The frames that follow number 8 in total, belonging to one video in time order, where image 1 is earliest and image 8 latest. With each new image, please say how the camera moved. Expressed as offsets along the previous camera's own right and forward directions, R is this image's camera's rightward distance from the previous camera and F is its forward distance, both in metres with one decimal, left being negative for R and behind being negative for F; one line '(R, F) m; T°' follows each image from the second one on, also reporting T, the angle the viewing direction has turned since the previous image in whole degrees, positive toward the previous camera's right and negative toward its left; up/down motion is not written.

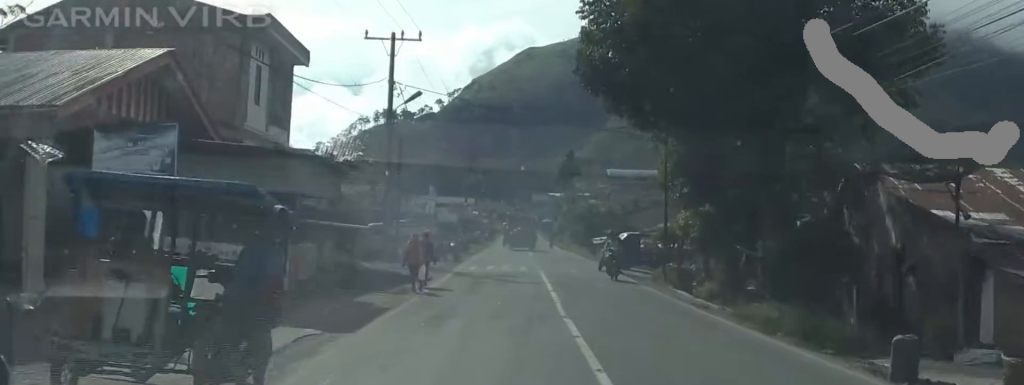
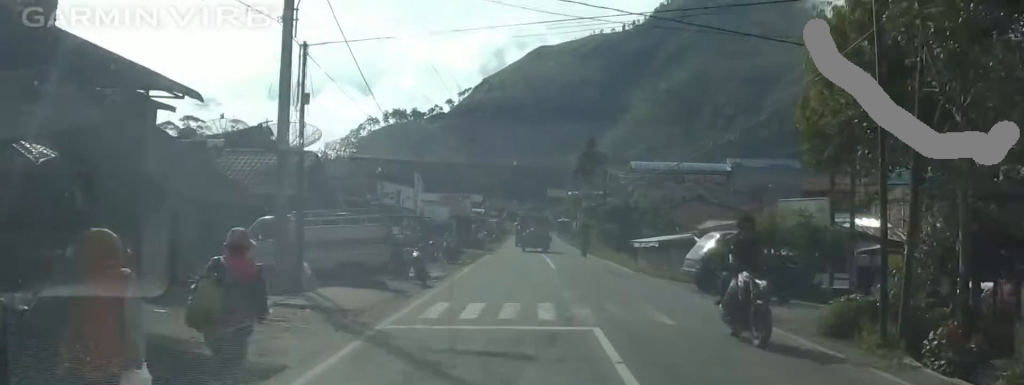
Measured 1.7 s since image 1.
(-0.3, +17.9) m; +4°
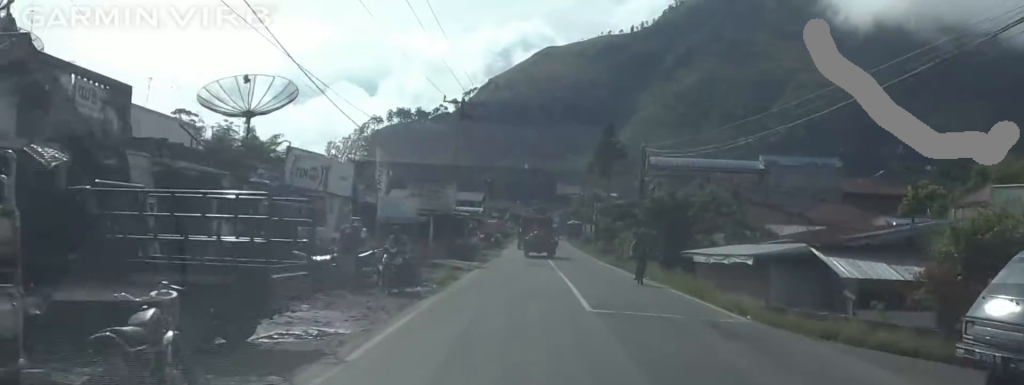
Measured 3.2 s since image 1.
(+1.0, +16.2) m; -1°
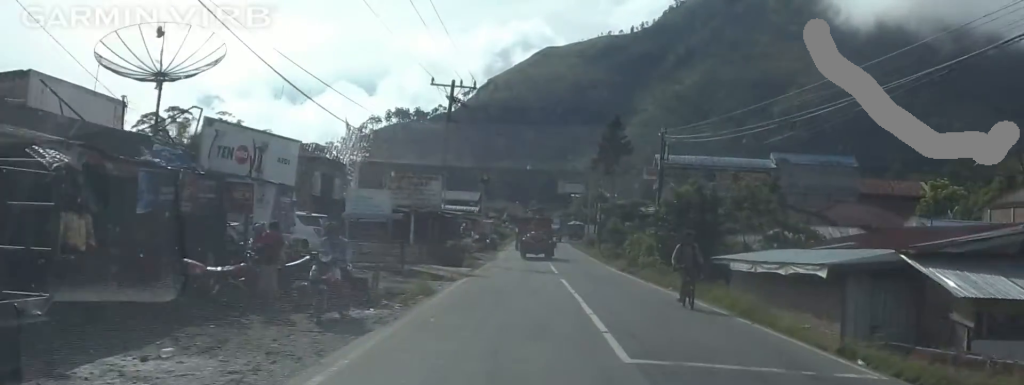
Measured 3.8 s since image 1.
(-0.2, +6.3) m; -3°
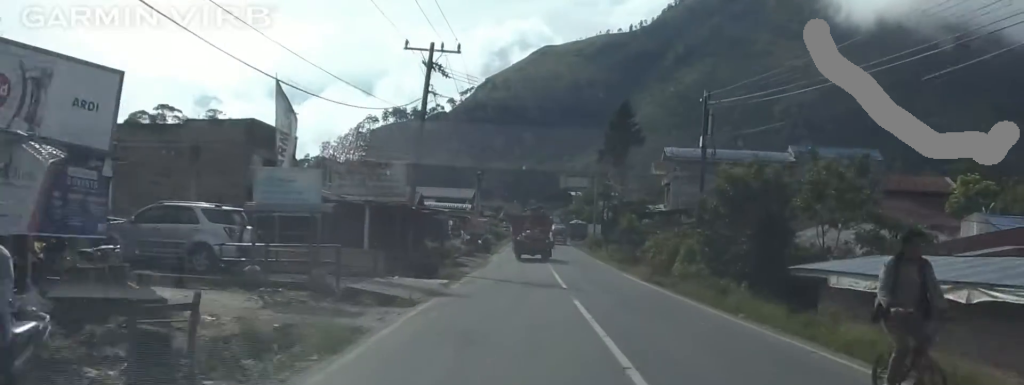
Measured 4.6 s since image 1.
(-0.6, +9.2) m; -3°
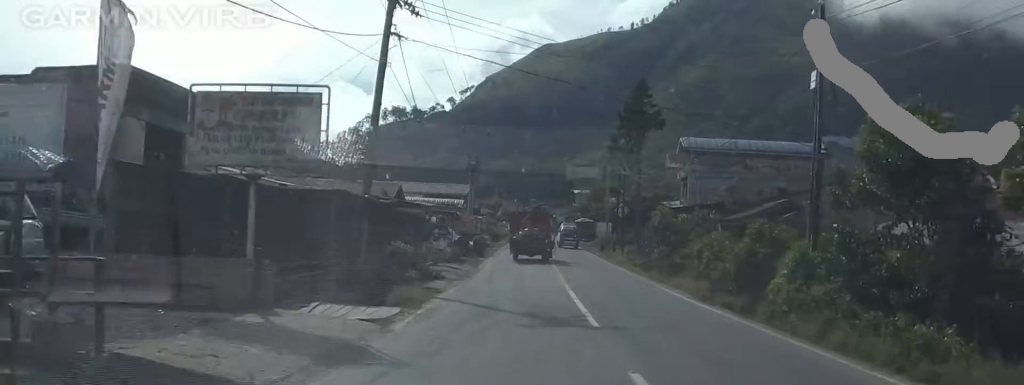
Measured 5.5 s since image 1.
(0.0, +9.2) m; +5°
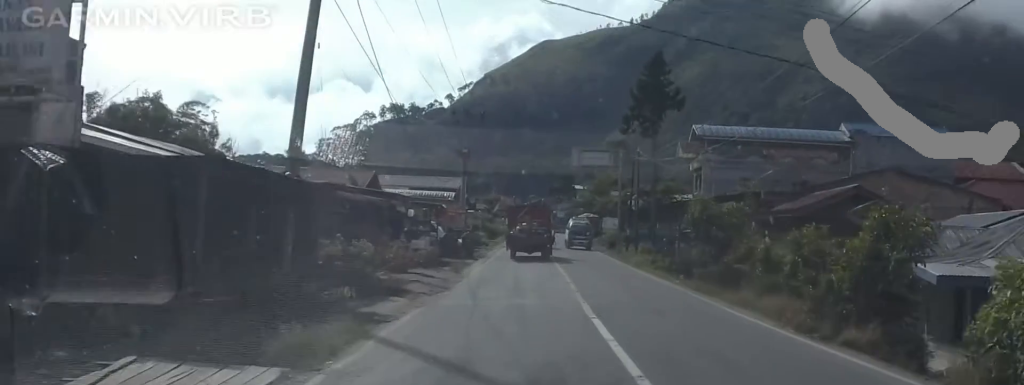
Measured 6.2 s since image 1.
(+0.6, +7.1) m; 0°
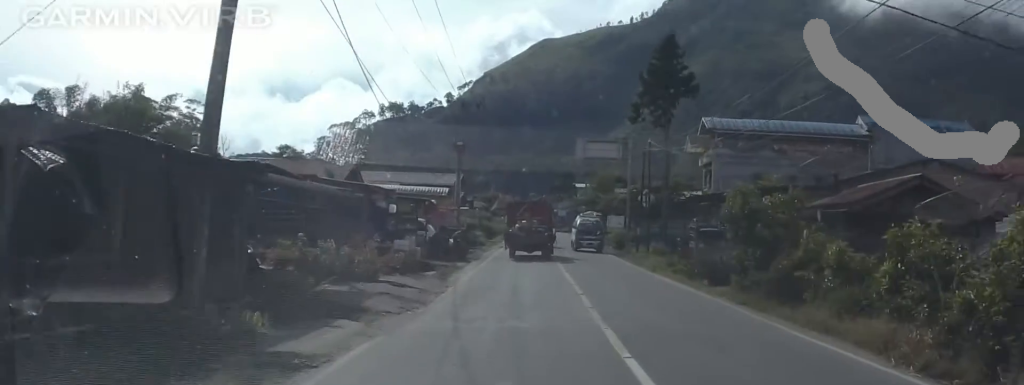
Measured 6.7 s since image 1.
(+0.1, +4.3) m; 0°
